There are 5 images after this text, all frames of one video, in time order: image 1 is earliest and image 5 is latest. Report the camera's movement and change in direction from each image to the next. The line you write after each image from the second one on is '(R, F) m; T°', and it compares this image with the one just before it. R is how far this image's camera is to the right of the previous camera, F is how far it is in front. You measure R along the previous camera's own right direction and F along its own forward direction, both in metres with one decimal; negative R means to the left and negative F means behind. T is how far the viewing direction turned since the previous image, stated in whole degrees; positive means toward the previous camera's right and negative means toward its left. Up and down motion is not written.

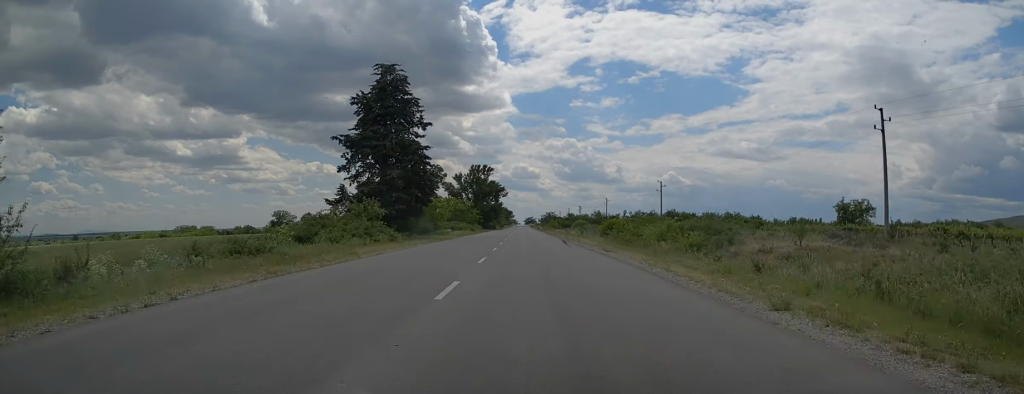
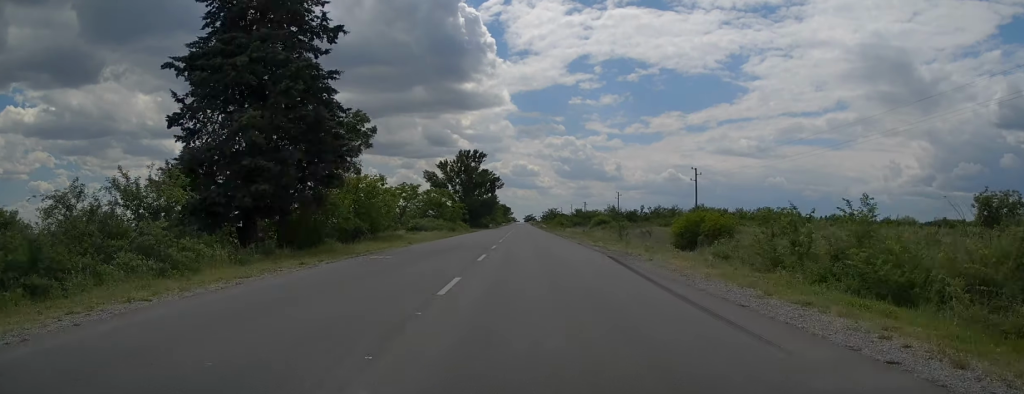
(-0.1, +25.9) m; 0°
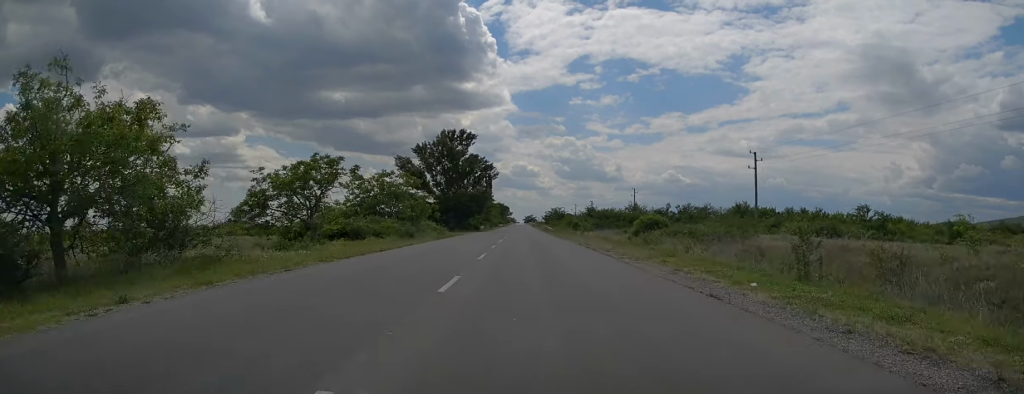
(+0.2, +26.0) m; 0°
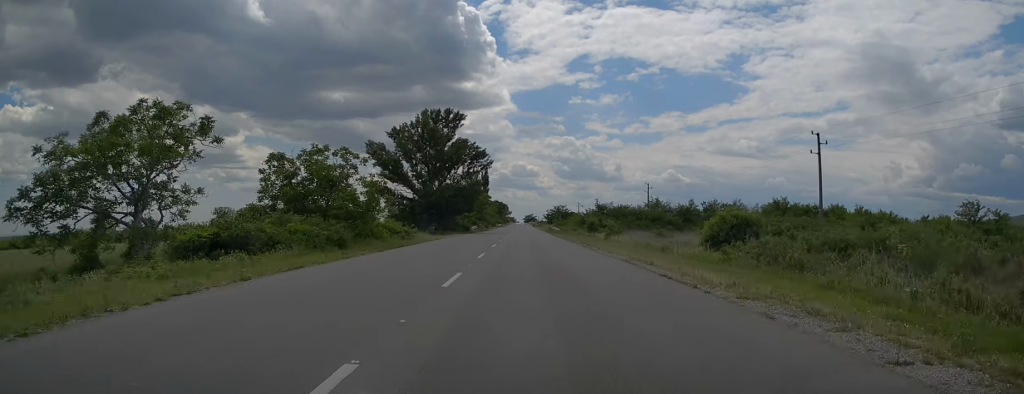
(-0.1, +16.7) m; 0°
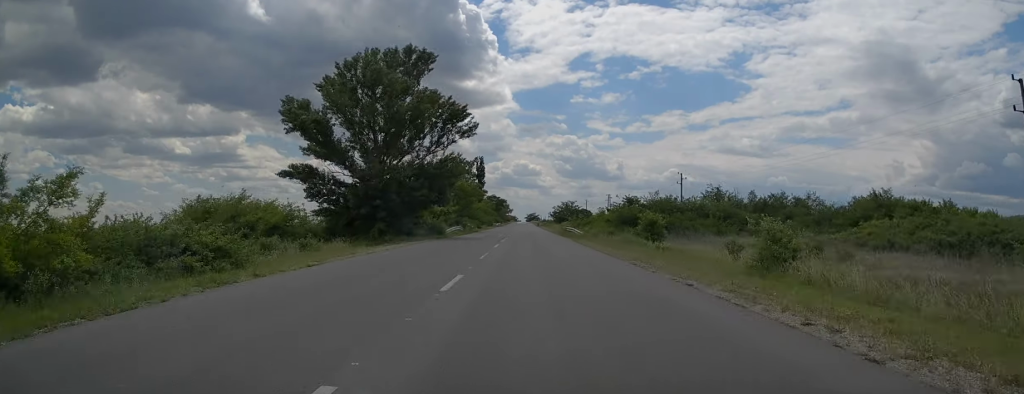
(+0.1, +27.1) m; 0°
